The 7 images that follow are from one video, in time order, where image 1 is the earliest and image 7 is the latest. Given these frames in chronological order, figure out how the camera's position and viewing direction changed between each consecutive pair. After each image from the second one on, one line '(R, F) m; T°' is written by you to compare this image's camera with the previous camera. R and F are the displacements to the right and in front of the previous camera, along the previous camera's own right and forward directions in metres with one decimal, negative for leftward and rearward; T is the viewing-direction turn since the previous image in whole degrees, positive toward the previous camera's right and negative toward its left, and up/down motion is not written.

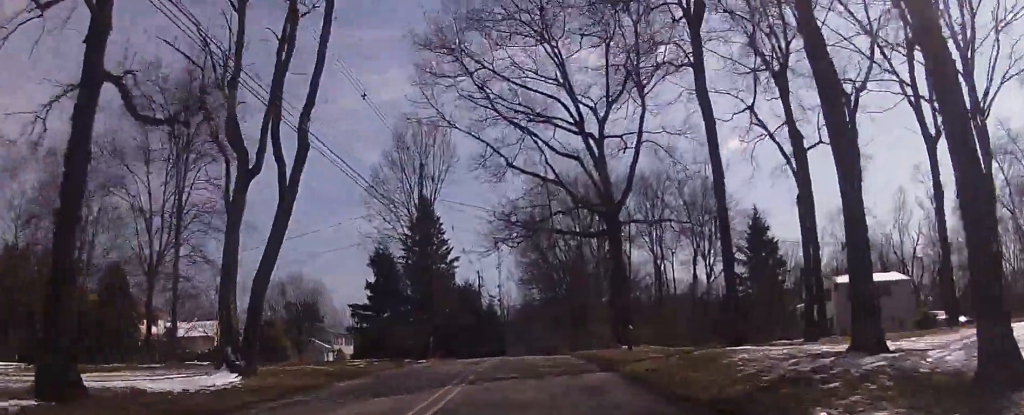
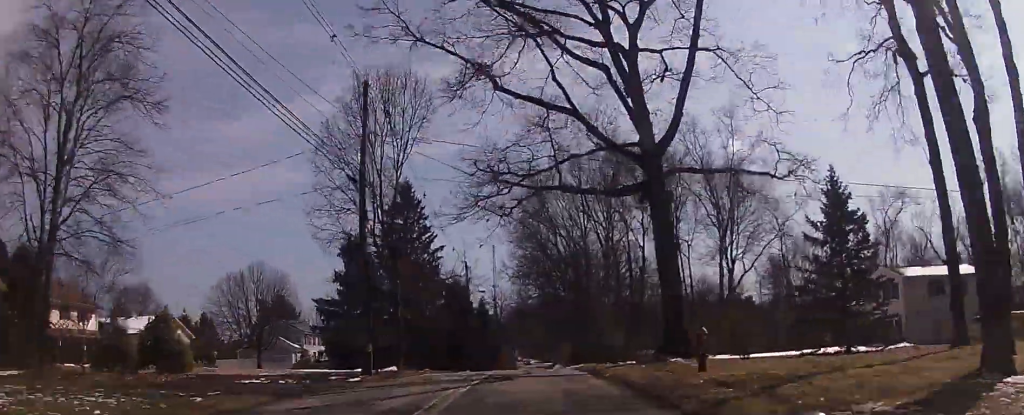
(+0.5, +13.1) m; 0°
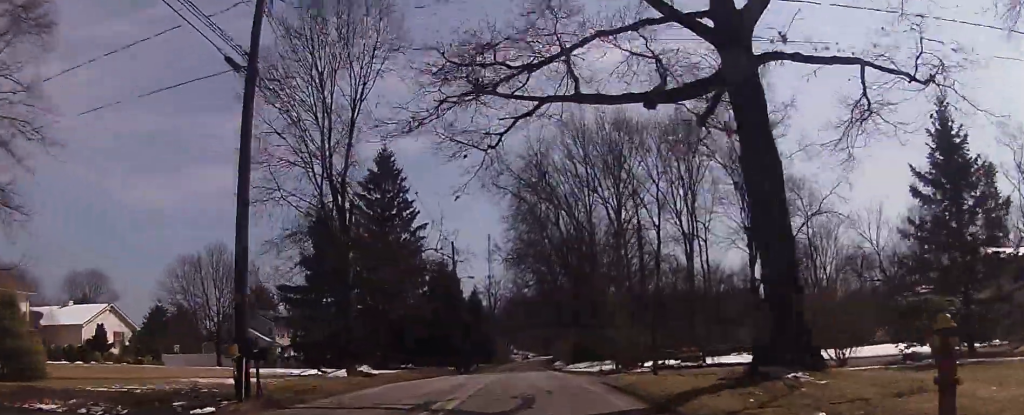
(-0.4, +10.7) m; -1°
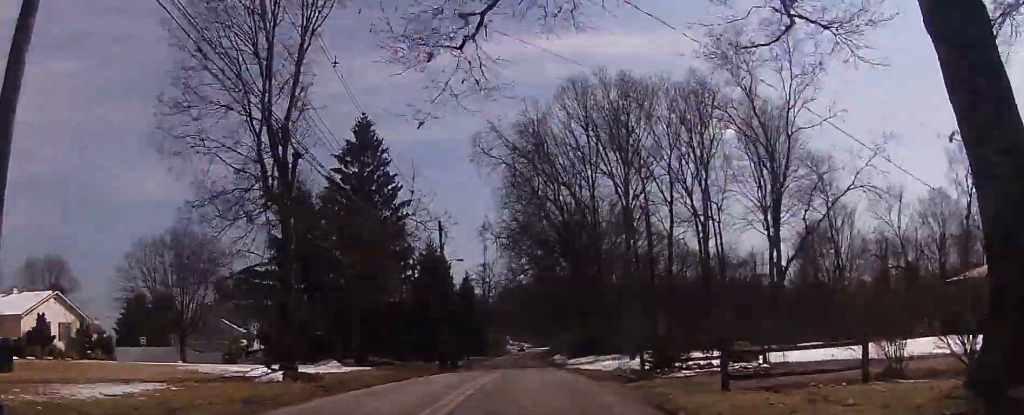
(-0.1, +7.5) m; 0°
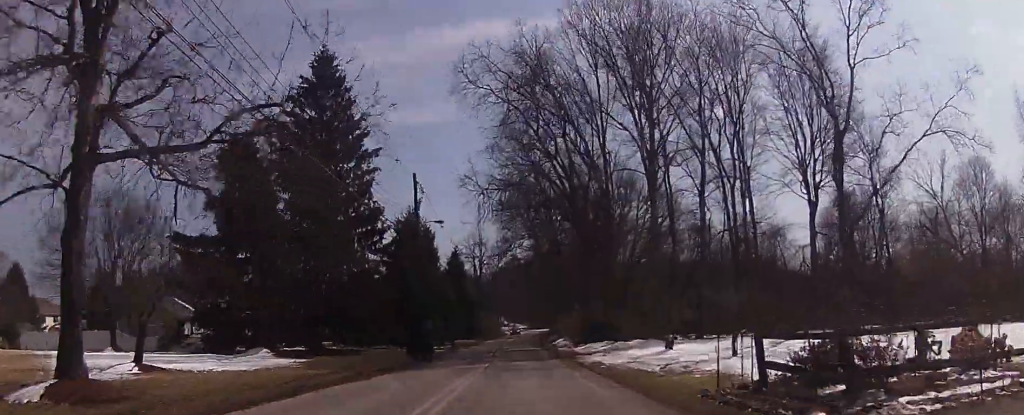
(+0.2, +11.6) m; +2°
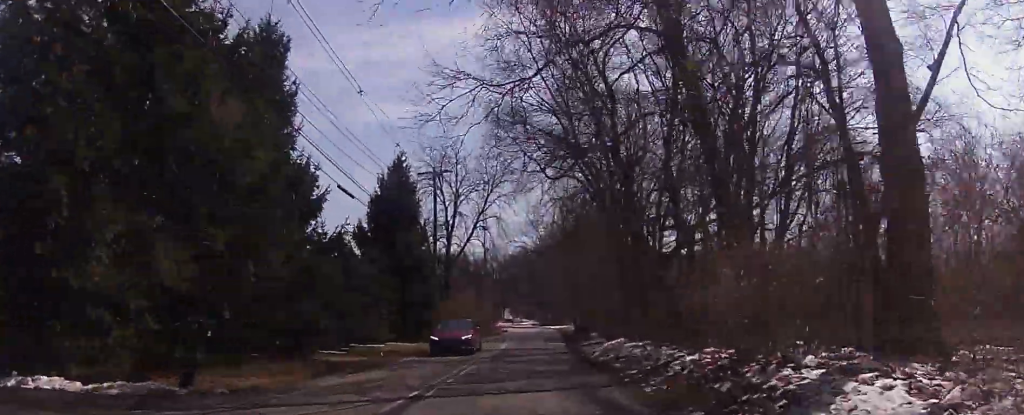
(+1.6, +49.5) m; +6°
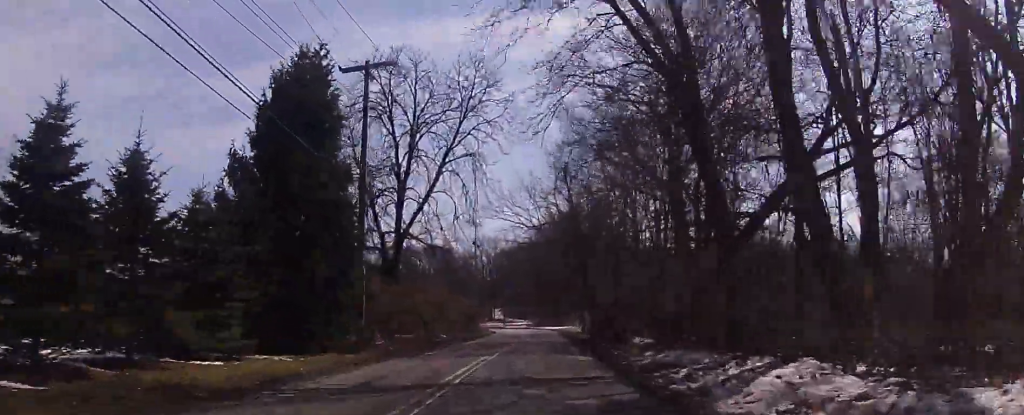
(-2.6, +18.5) m; -14°
